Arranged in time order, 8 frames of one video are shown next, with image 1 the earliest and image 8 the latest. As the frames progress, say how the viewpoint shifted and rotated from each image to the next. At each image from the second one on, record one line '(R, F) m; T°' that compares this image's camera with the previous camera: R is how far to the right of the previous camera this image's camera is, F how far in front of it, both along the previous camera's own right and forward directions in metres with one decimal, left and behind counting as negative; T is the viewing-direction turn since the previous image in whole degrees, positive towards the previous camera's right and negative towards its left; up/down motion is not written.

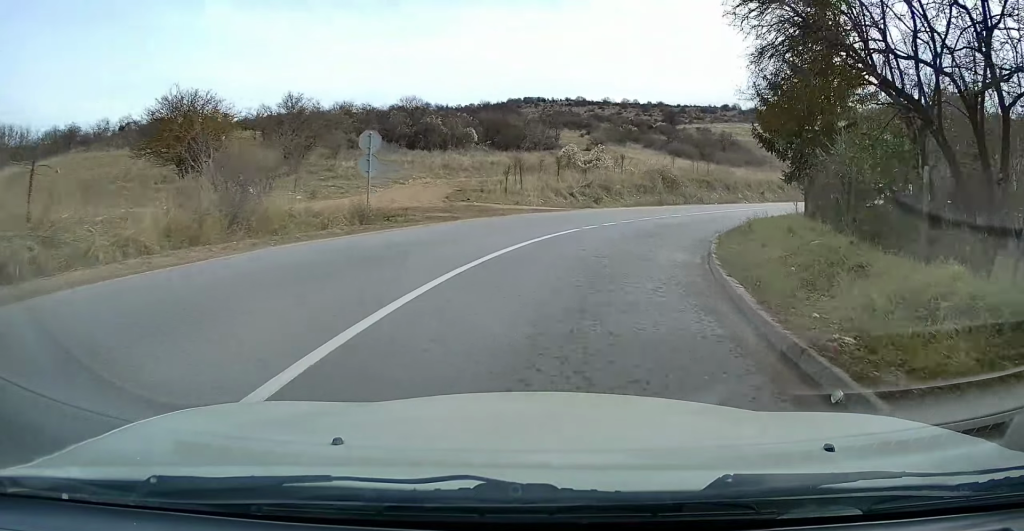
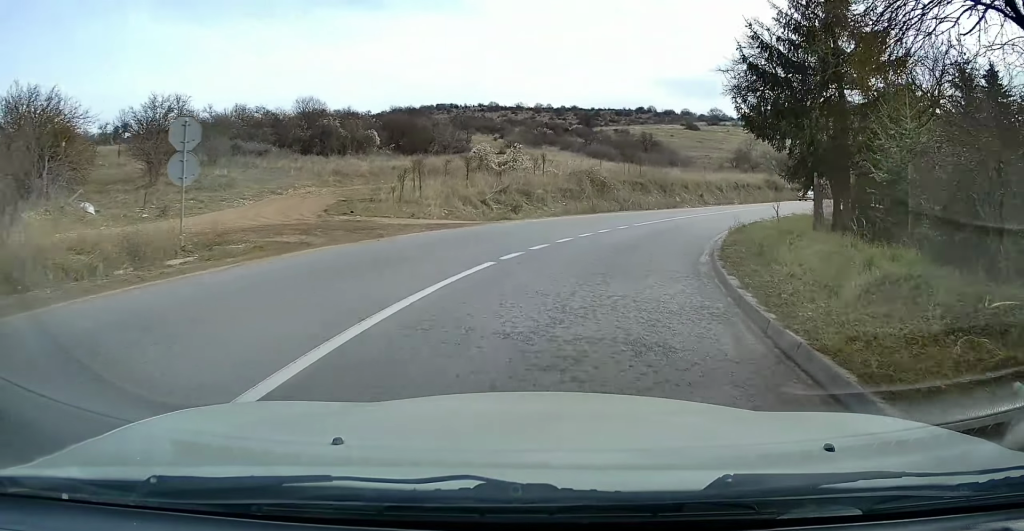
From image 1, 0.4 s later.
(0.0, +6.5) m; +6°
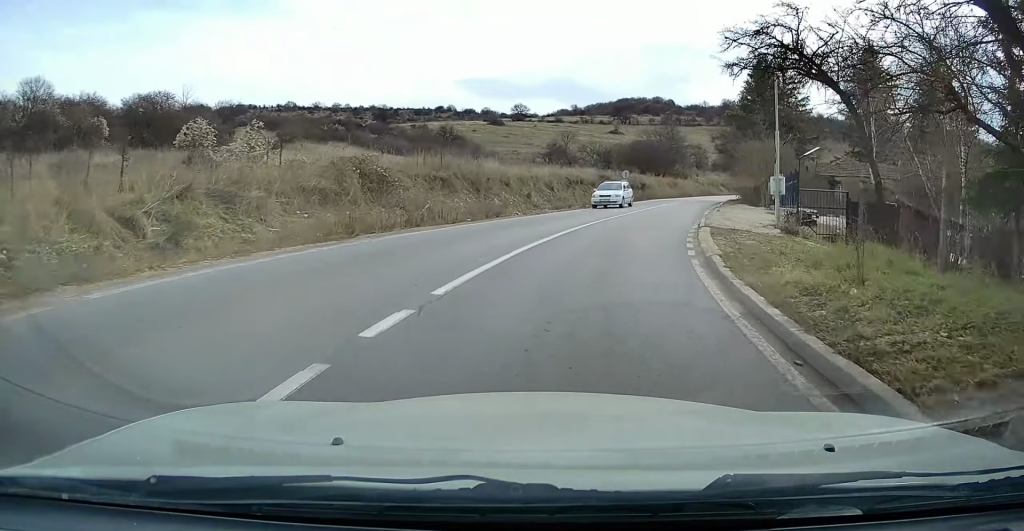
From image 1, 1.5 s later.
(+2.4, +15.1) m; +18°
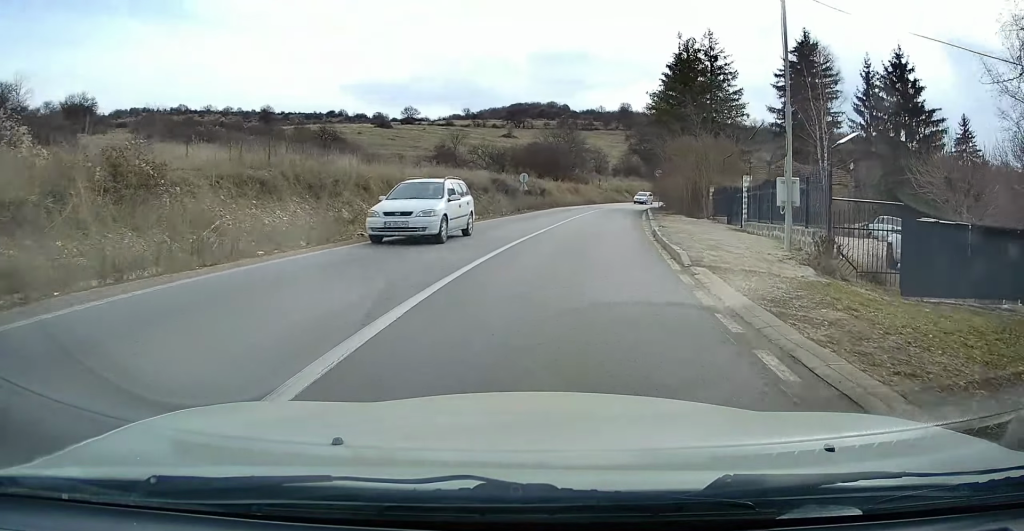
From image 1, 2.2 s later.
(+1.1, +9.6) m; +9°
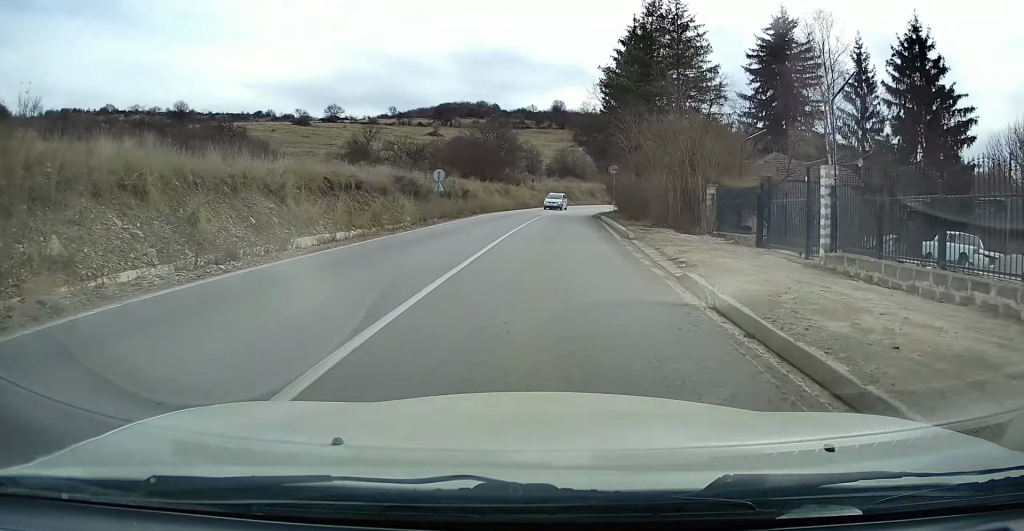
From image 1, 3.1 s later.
(+1.0, +11.8) m; +7°
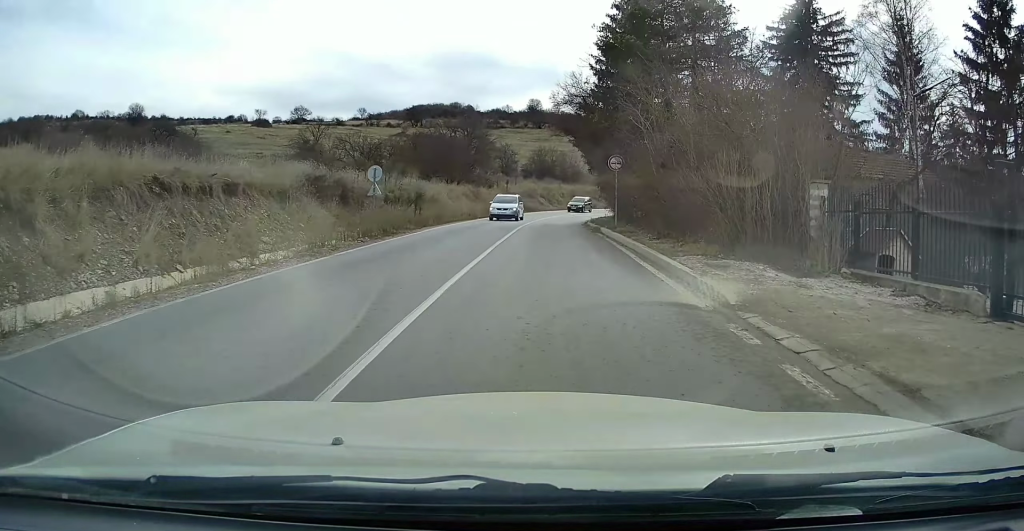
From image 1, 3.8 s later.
(+0.4, +10.7) m; +3°
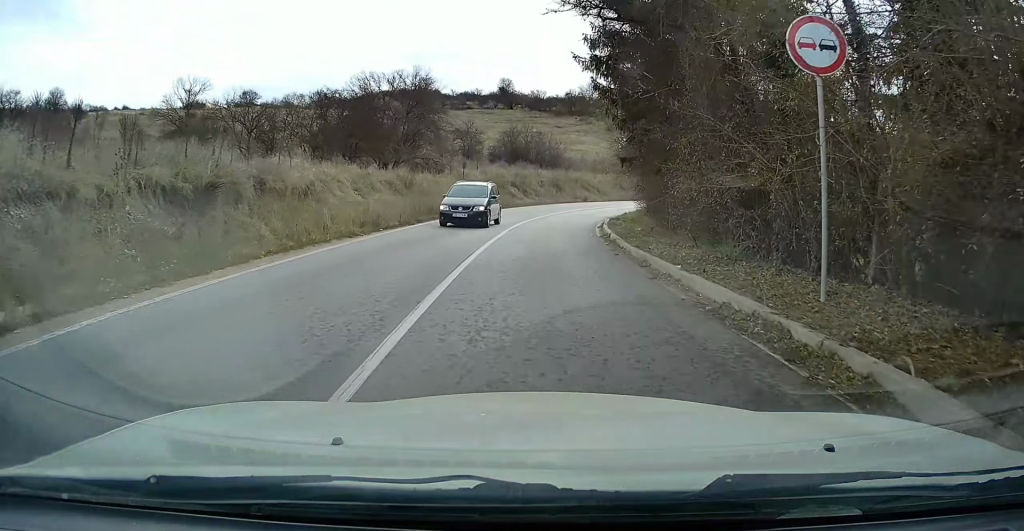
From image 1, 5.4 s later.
(+0.5, +22.1) m; +2°
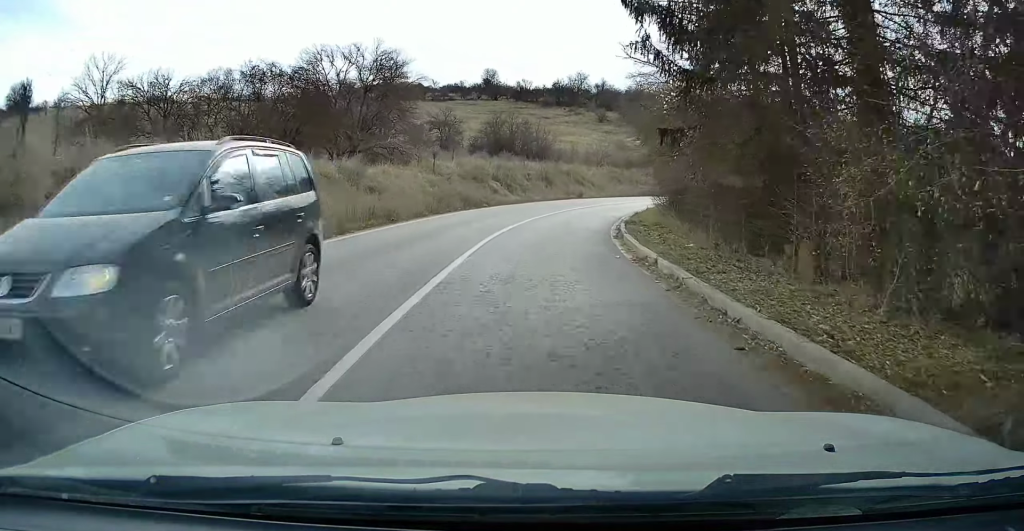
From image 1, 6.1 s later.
(+0.1, +9.3) m; +2°
